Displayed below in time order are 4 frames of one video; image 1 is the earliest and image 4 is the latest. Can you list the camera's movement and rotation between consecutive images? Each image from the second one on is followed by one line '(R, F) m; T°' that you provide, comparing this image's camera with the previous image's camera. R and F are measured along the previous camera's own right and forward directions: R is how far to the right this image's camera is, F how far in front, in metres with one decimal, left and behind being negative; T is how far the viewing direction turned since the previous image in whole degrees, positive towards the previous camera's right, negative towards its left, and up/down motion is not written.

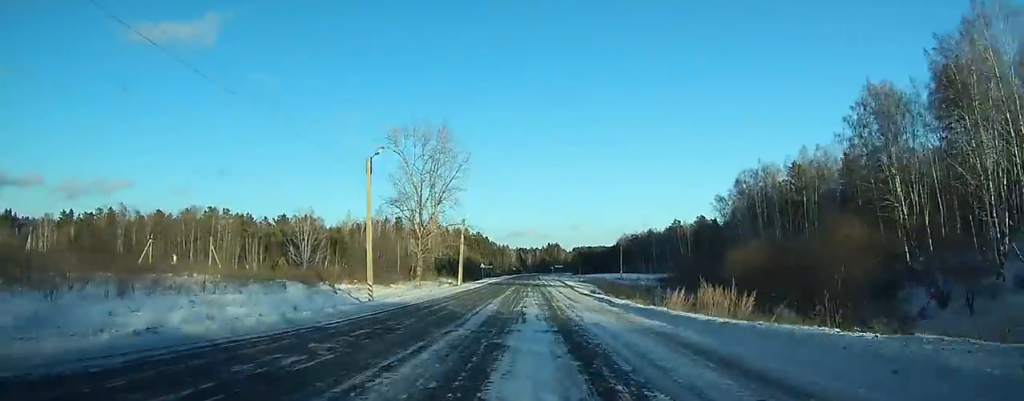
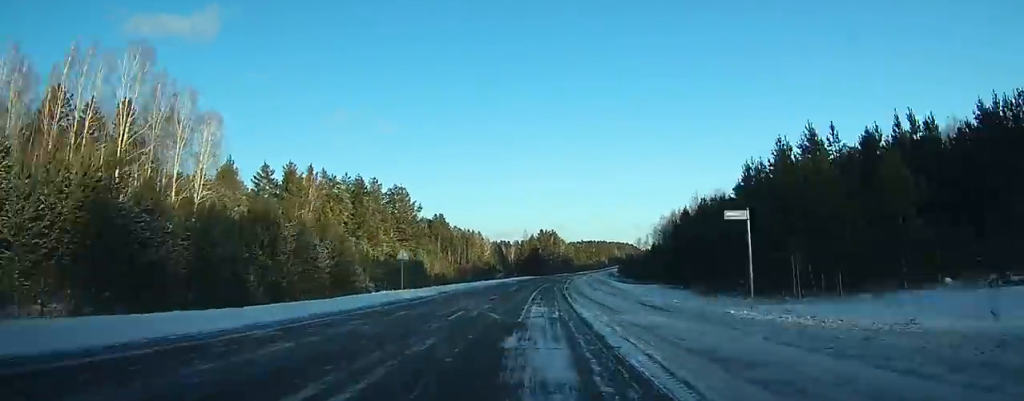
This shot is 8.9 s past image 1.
(+1.9, +179.4) m; +2°
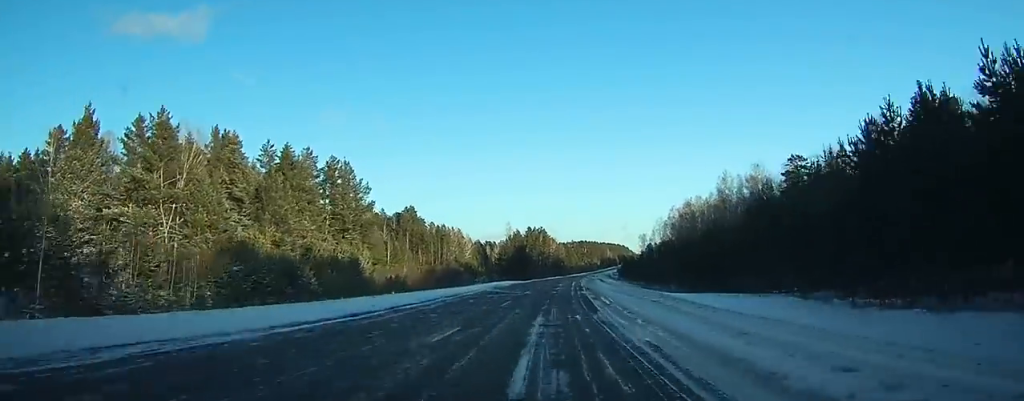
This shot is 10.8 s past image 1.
(+0.3, +40.2) m; +2°
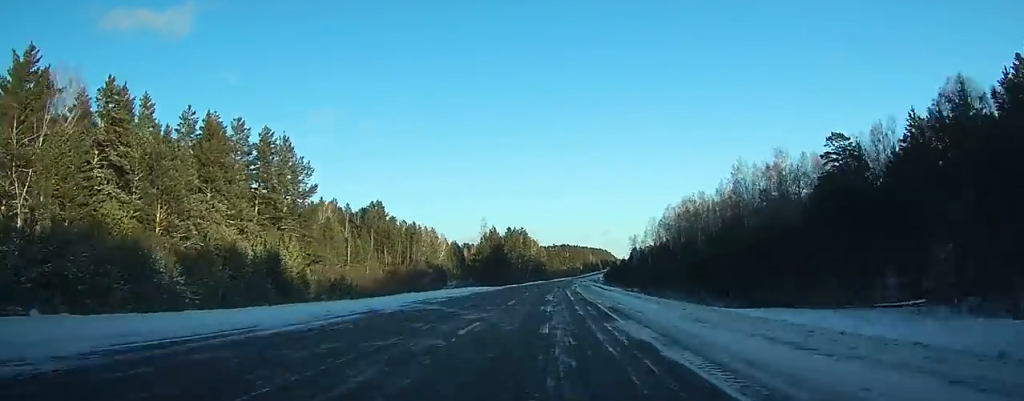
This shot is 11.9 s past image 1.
(+0.3, +22.6) m; +1°
